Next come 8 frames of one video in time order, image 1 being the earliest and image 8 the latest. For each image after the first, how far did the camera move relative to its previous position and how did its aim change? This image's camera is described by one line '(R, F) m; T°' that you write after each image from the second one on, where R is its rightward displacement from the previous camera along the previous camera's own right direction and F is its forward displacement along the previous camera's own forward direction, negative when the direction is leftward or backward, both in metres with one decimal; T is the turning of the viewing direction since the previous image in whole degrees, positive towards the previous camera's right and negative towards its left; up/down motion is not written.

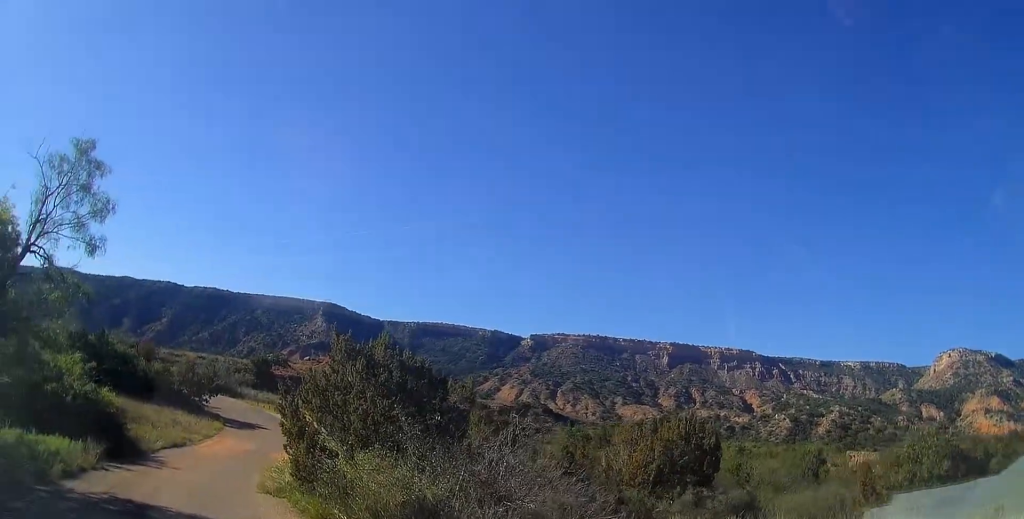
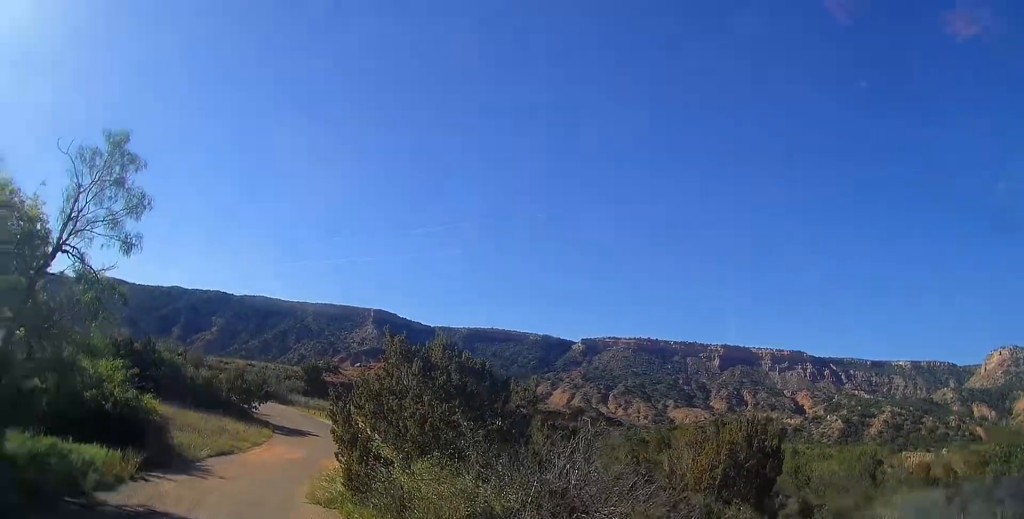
(0.0, +1.1) m; -7°
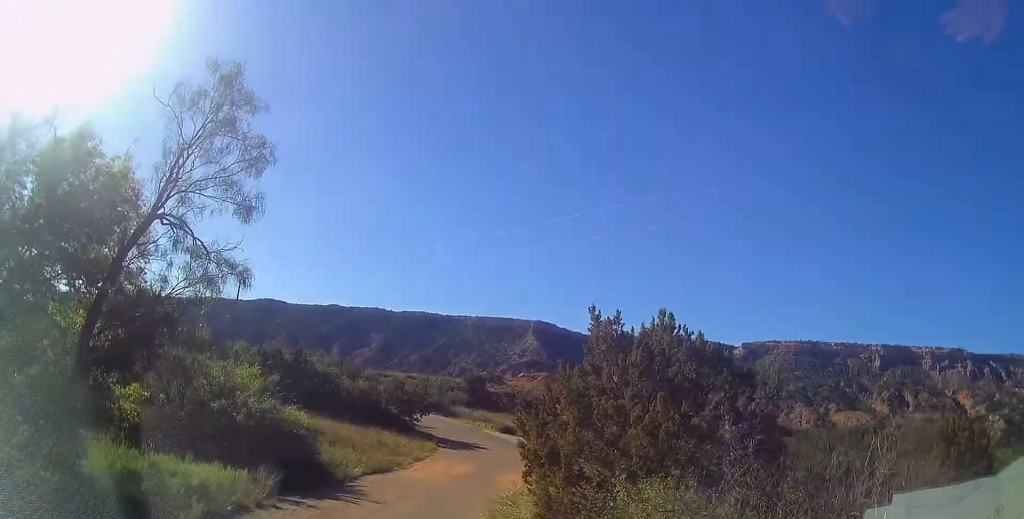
(-1.1, +3.3) m; -24°
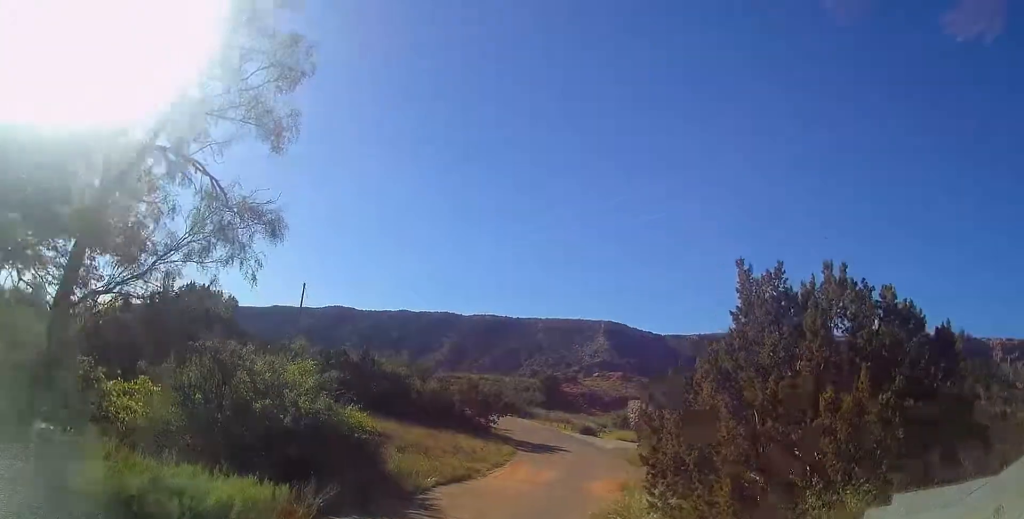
(-0.3, +3.0) m; +4°
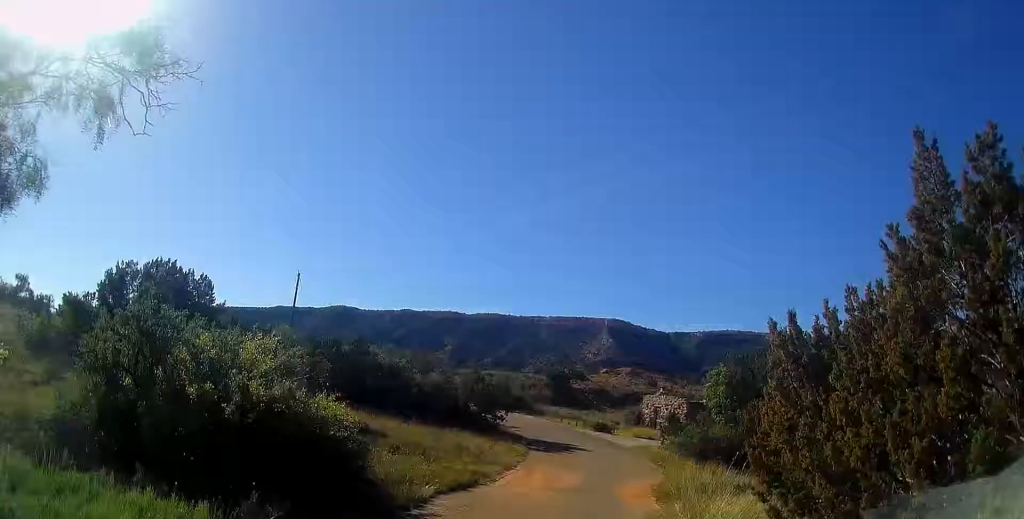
(+0.6, +3.8) m; +9°
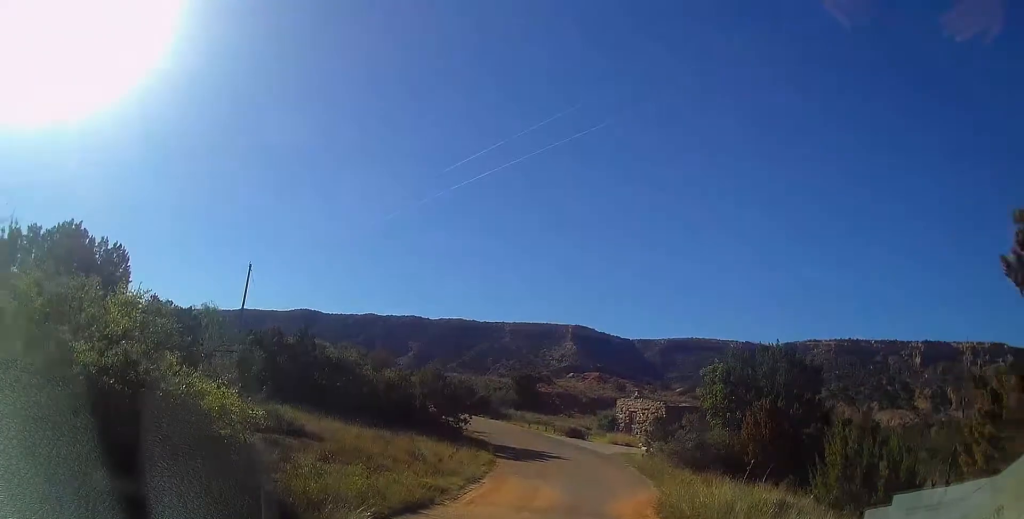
(0.0, +4.0) m; +1°
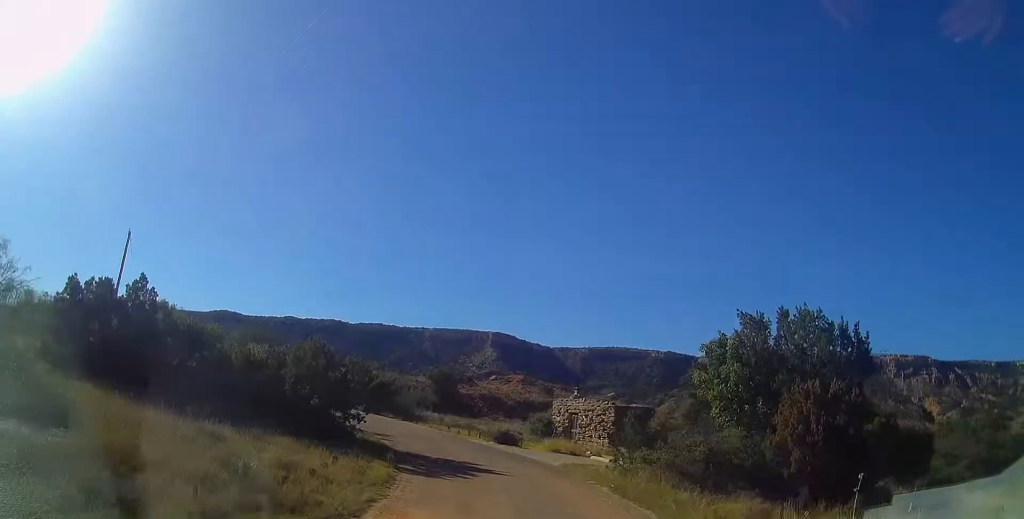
(+1.0, +8.5) m; +8°
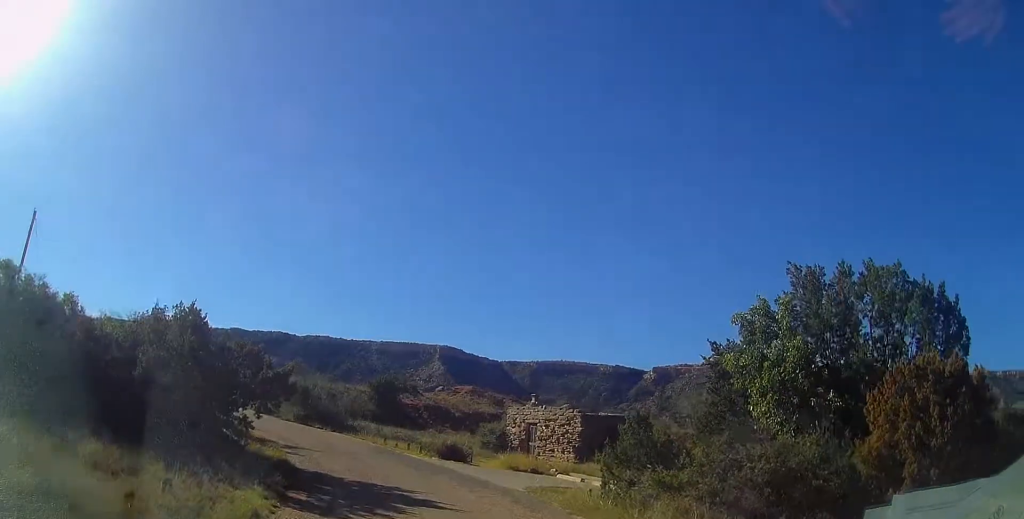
(-0.5, +6.3) m; 0°
